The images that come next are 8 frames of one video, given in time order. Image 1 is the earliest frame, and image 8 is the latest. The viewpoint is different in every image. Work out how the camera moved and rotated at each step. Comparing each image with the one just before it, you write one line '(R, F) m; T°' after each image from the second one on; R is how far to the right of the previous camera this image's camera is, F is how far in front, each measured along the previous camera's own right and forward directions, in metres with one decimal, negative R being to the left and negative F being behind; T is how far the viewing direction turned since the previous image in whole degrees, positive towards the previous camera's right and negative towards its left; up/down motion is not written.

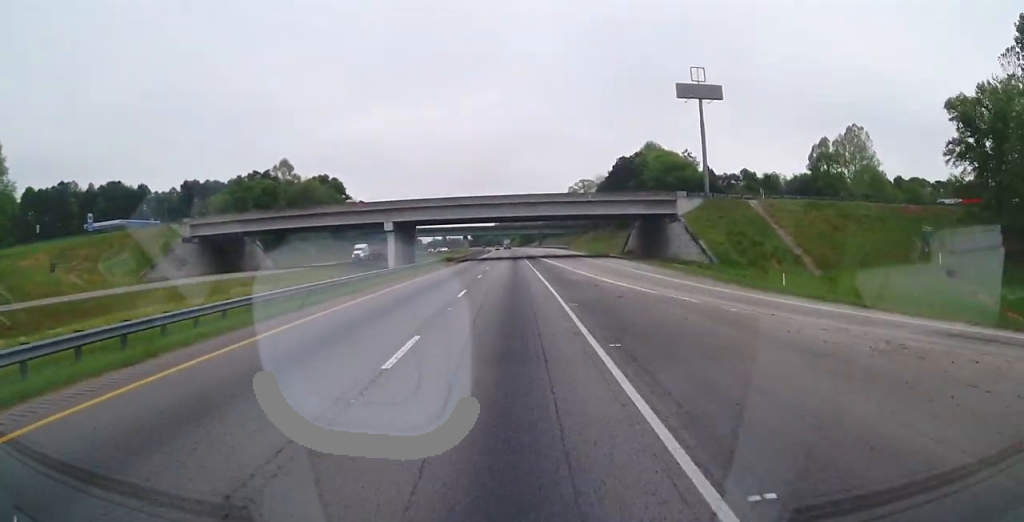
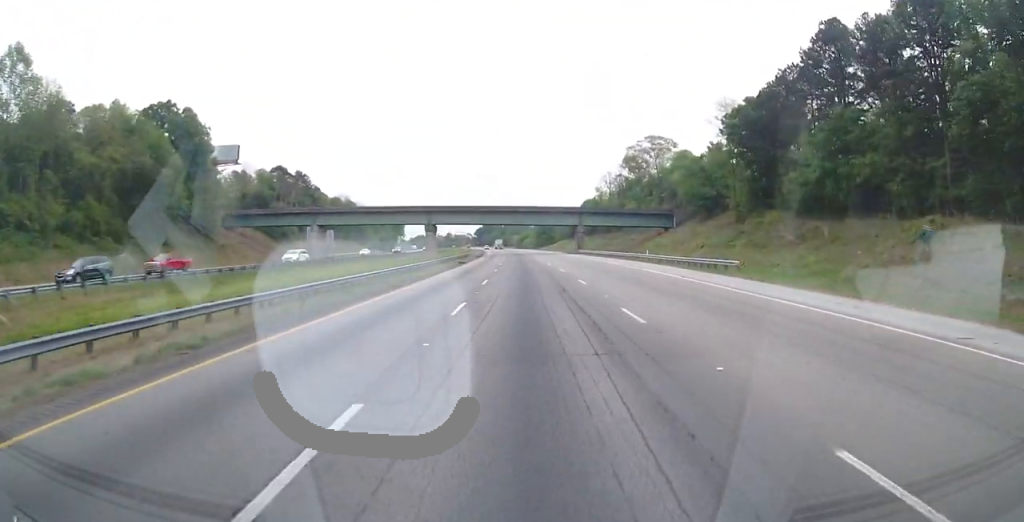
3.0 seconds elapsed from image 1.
(0.0, +102.4) m; -1°
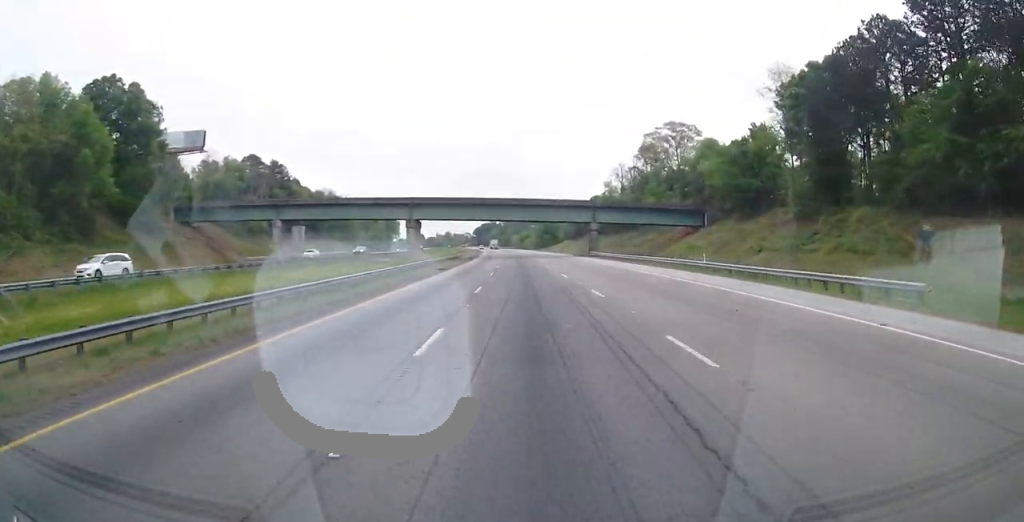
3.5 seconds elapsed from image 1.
(0.0, +17.7) m; 0°
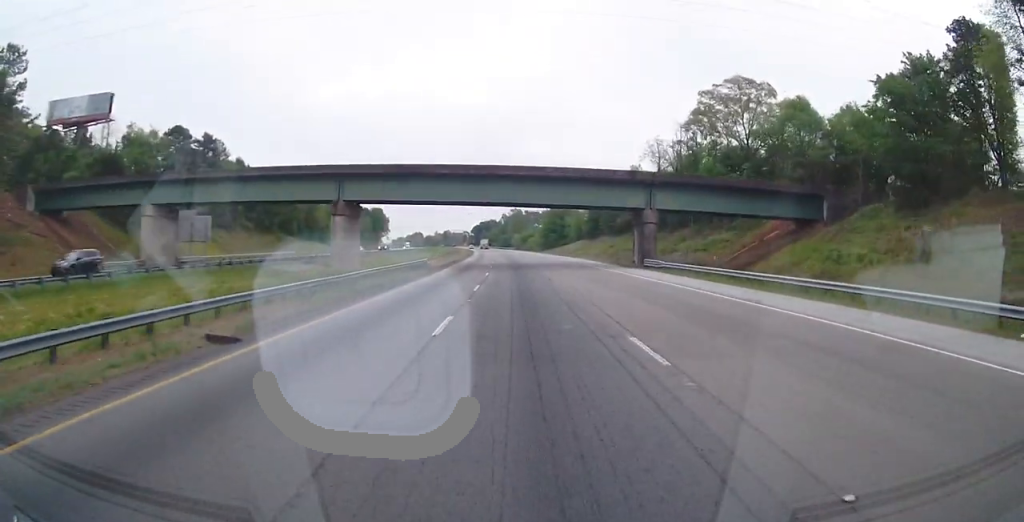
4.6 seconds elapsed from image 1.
(-0.2, +35.5) m; 0°
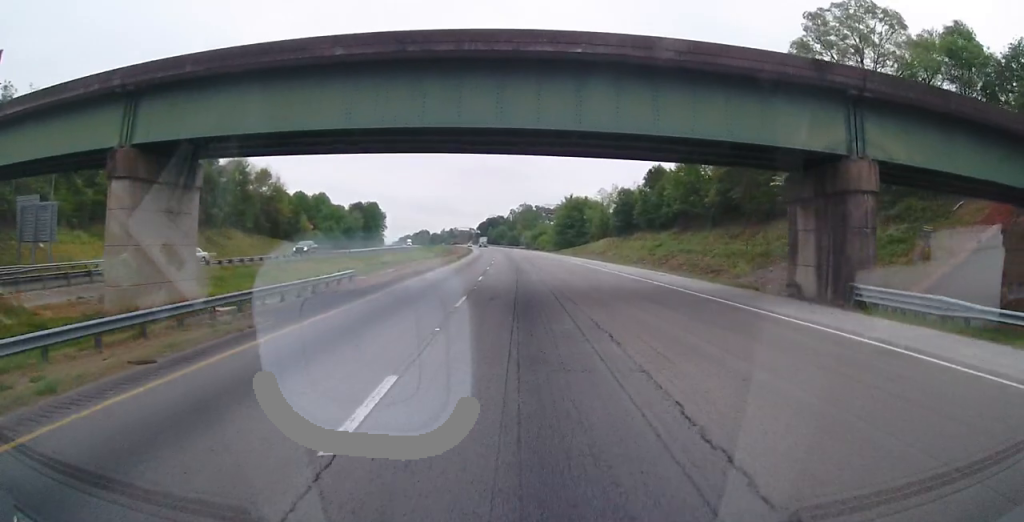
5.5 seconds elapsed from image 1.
(0.0, +31.0) m; 0°
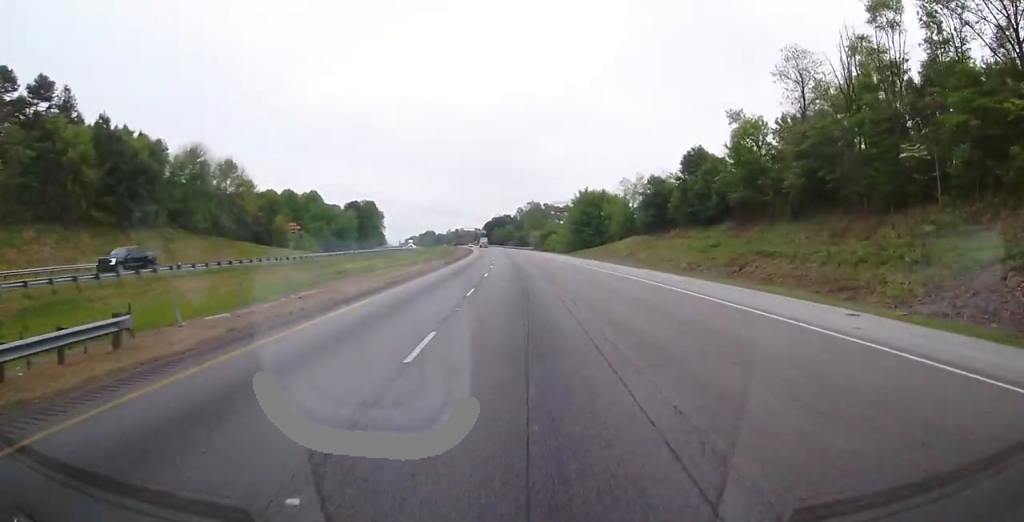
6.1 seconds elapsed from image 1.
(-0.1, +20.5) m; -1°
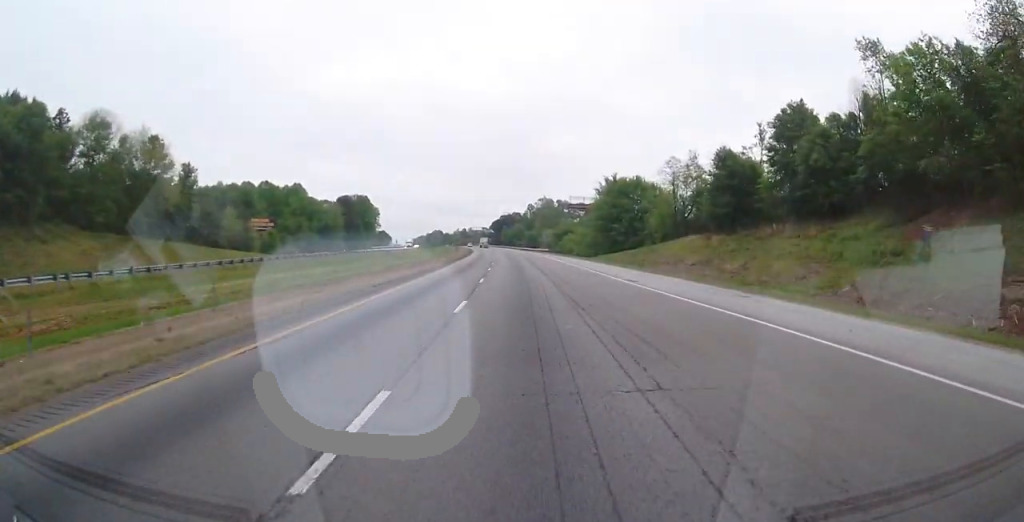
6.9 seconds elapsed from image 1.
(-0.4, +29.6) m; -1°
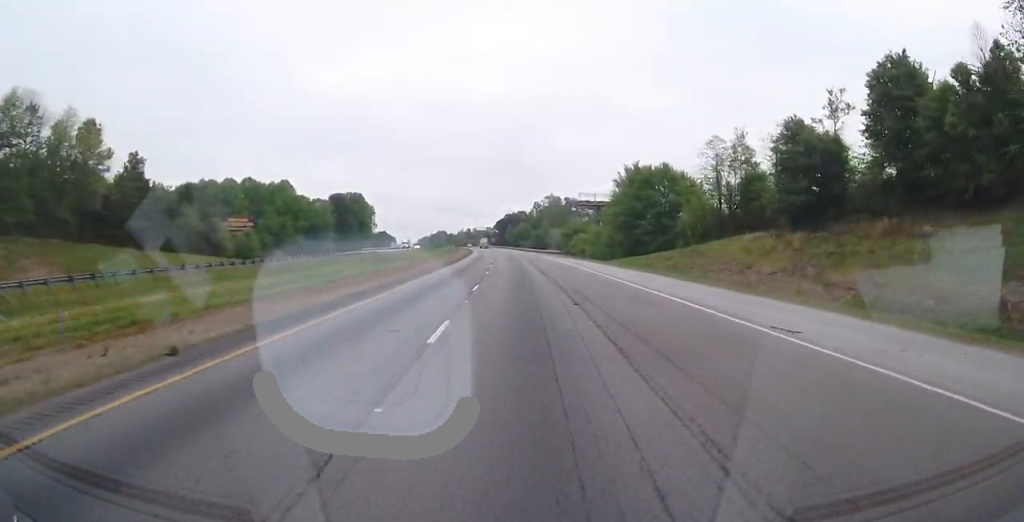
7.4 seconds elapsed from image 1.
(-0.2, +17.0) m; -1°
